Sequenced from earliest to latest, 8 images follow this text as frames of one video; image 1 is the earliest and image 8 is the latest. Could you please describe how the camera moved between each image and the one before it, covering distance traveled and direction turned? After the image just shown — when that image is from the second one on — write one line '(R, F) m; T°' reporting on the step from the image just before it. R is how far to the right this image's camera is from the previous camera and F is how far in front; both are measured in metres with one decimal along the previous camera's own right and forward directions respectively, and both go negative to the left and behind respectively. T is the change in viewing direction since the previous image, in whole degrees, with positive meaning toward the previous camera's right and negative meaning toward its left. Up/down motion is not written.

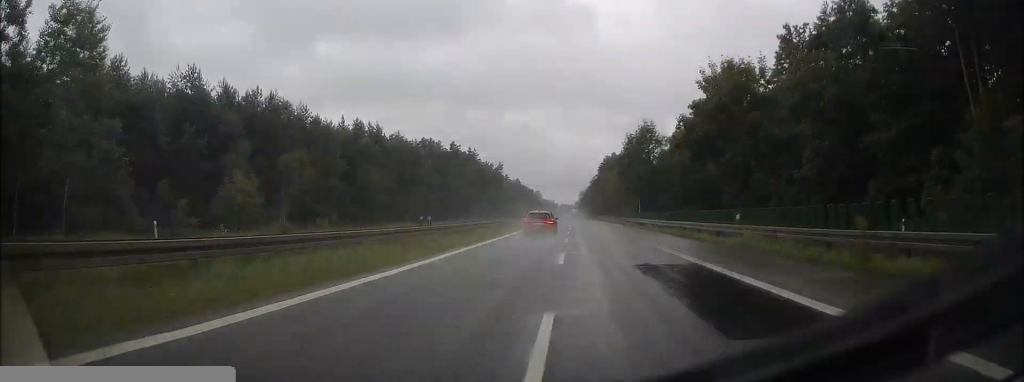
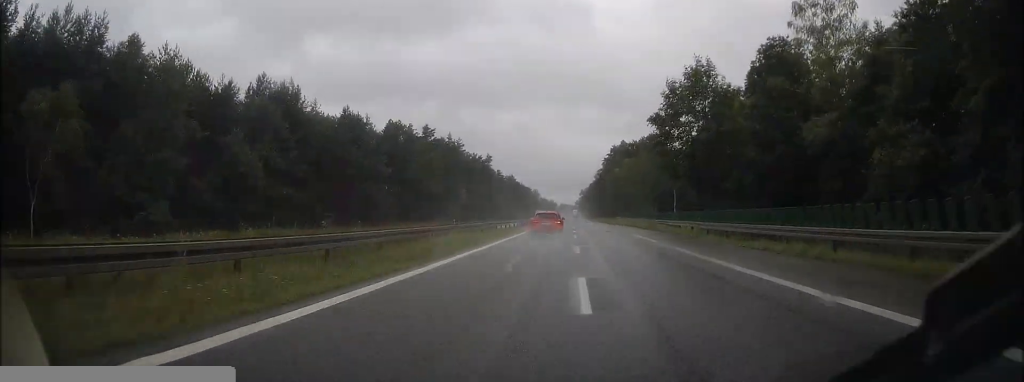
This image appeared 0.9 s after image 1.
(0.0, +31.2) m; 0°
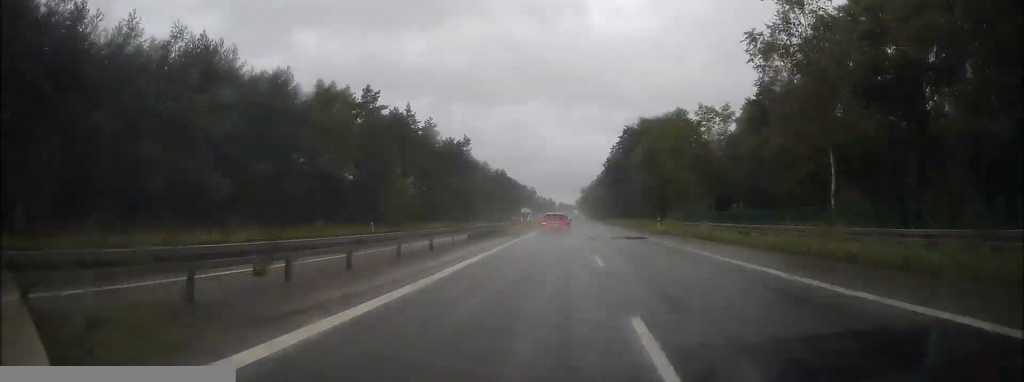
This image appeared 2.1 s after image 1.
(+0.2, +40.1) m; 0°
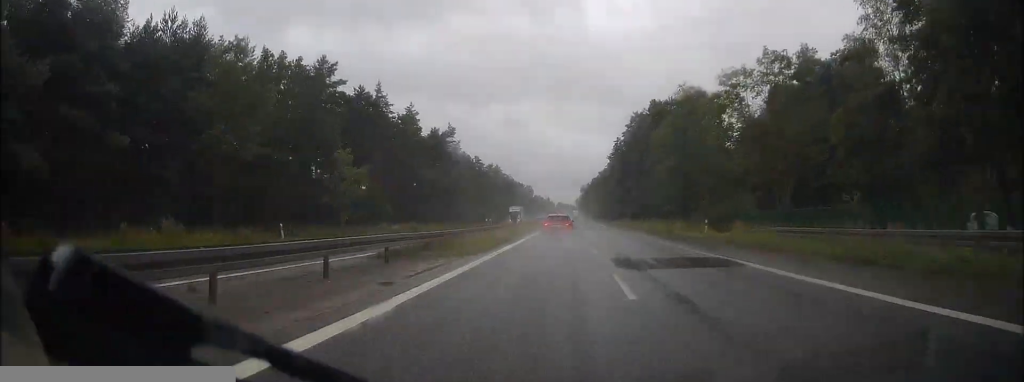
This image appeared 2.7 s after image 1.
(0.0, +17.8) m; 0°
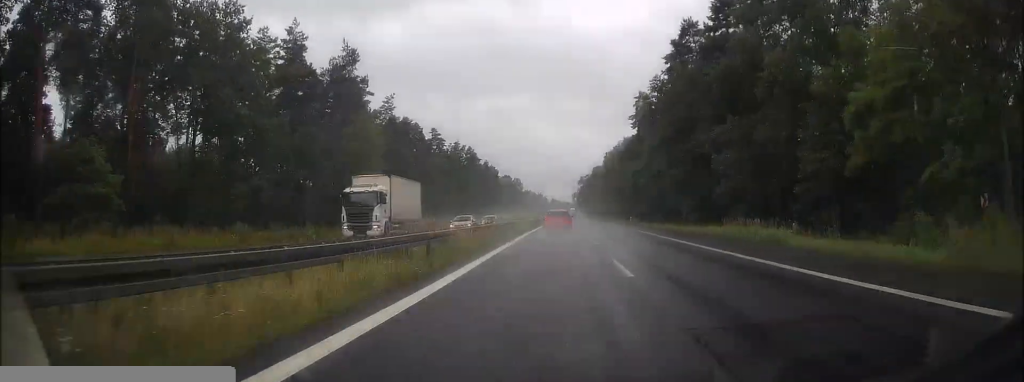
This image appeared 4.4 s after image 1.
(+0.1, +56.9) m; 0°
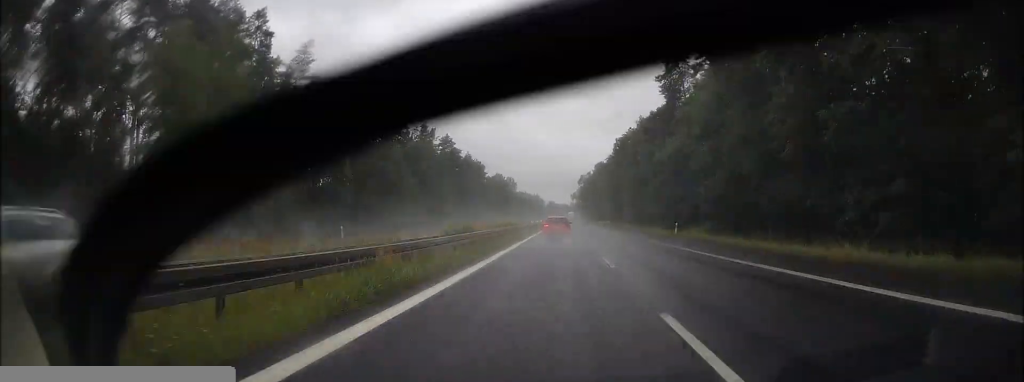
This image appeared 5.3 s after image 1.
(+0.1, +32.6) m; 0°
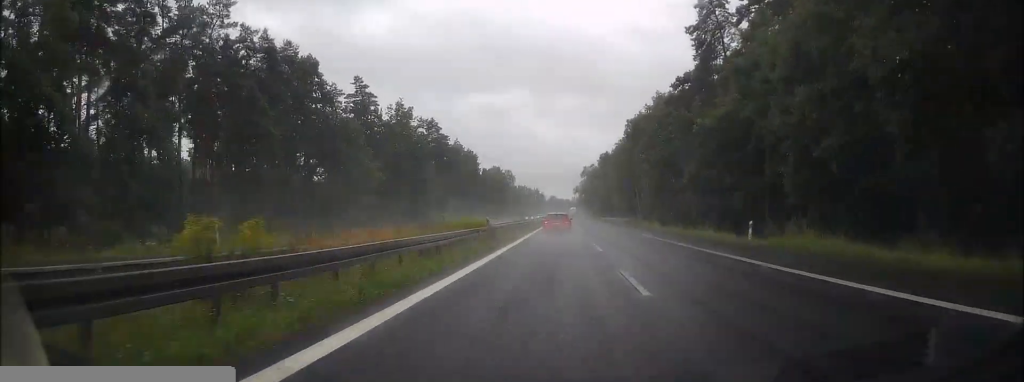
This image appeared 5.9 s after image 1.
(0.0, +18.0) m; 0°
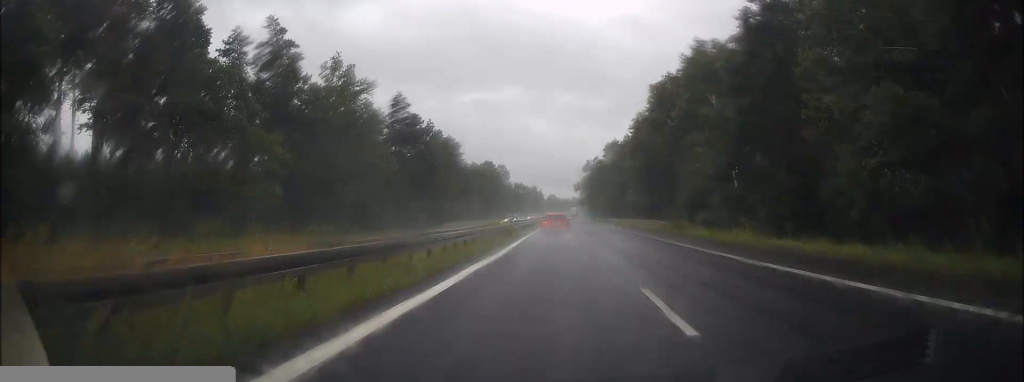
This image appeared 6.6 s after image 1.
(0.0, +26.0) m; 0°
